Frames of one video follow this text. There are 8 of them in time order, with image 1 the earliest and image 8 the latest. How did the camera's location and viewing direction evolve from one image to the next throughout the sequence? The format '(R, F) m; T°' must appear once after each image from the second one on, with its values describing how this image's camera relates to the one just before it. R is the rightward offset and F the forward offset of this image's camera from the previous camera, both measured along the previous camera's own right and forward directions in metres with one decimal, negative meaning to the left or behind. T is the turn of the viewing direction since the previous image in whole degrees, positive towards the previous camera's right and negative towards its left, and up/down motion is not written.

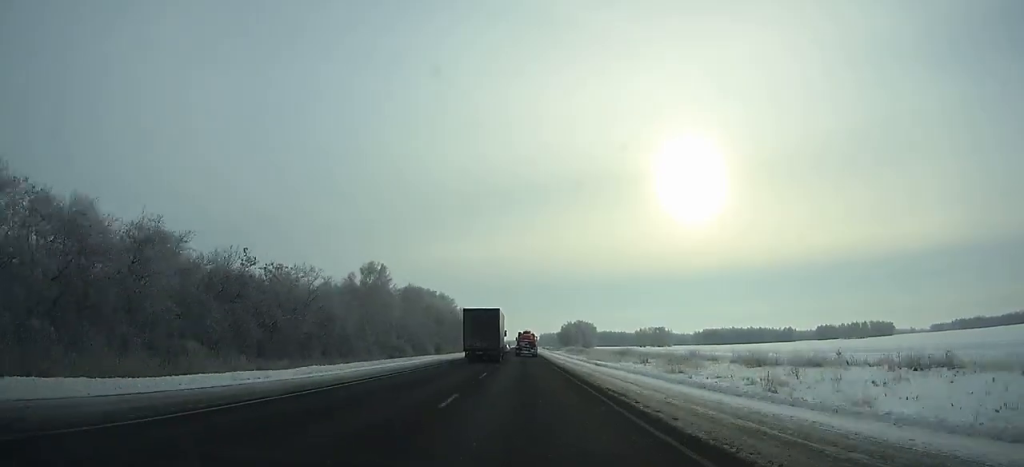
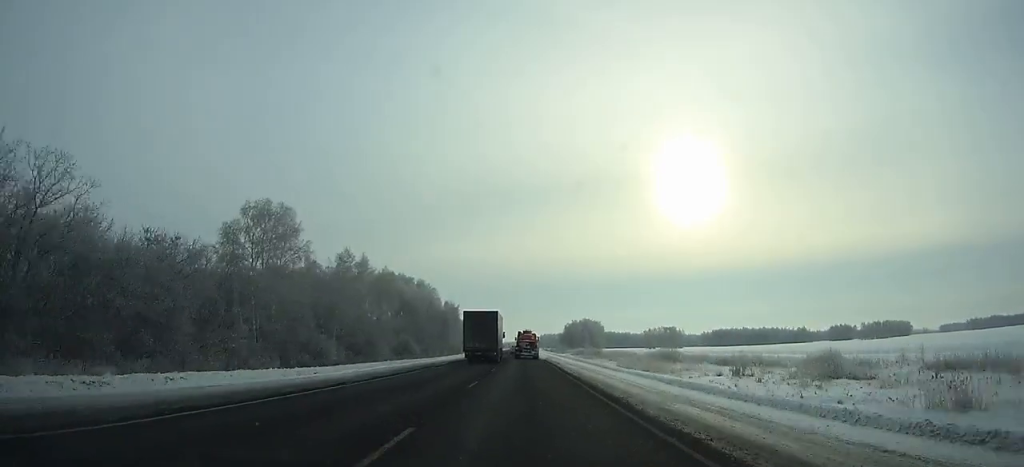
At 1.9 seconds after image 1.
(0.0, +42.0) m; 0°
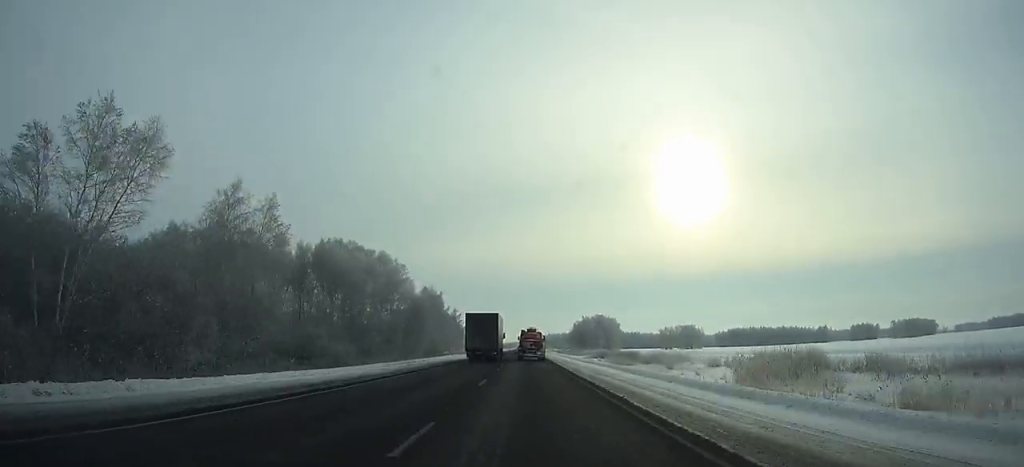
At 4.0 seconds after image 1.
(0.0, +46.4) m; 0°
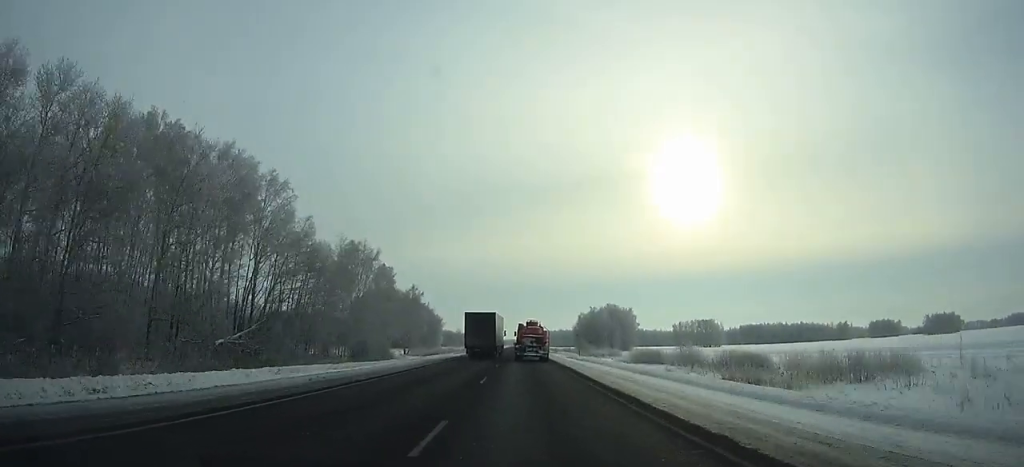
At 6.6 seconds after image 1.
(+0.1, +56.9) m; 0°
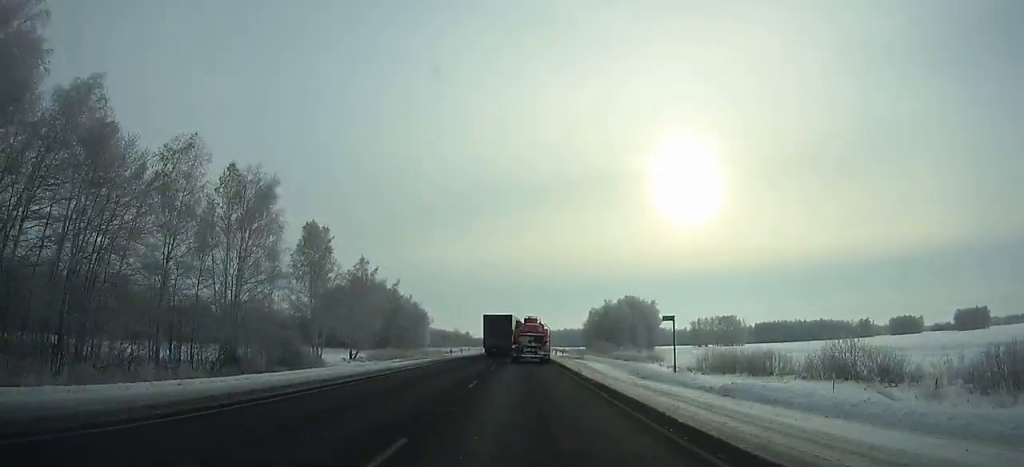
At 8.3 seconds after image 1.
(-0.1, +36.2) m; 0°
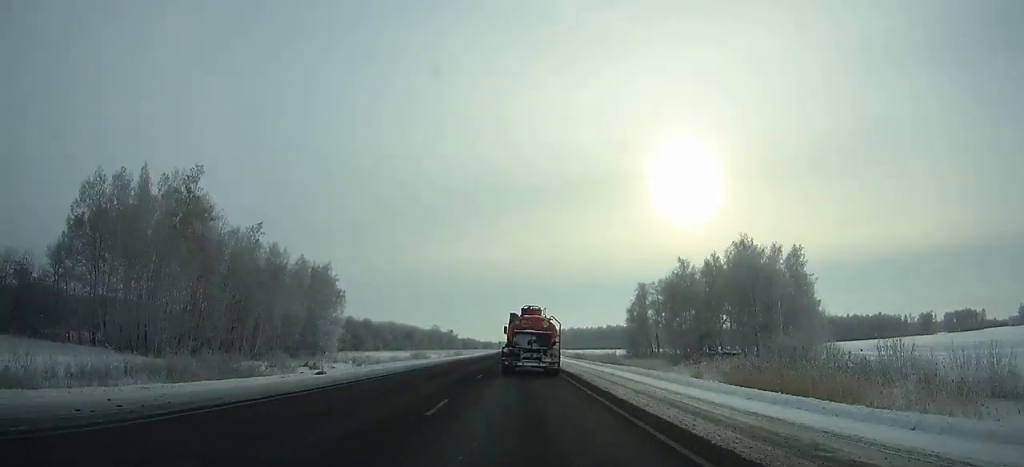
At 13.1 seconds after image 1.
(+0.1, +99.1) m; 0°
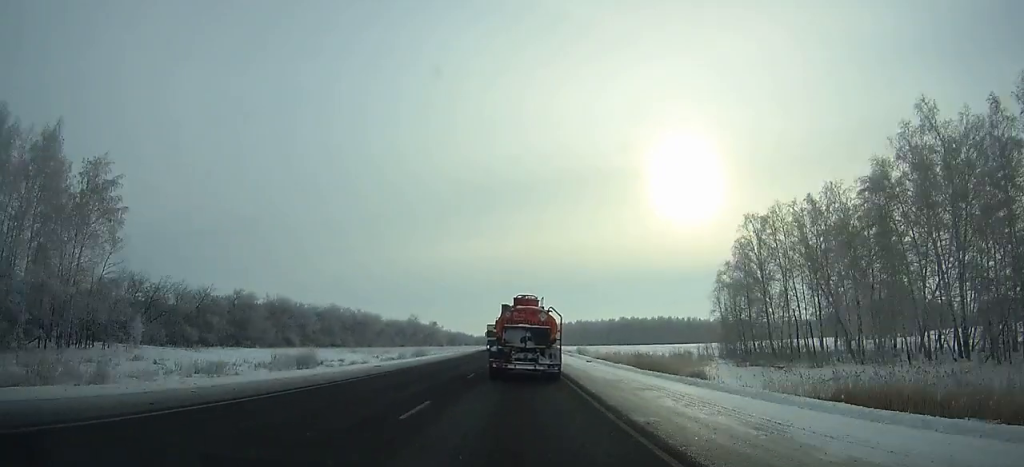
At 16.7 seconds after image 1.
(0.0, +72.3) m; 0°
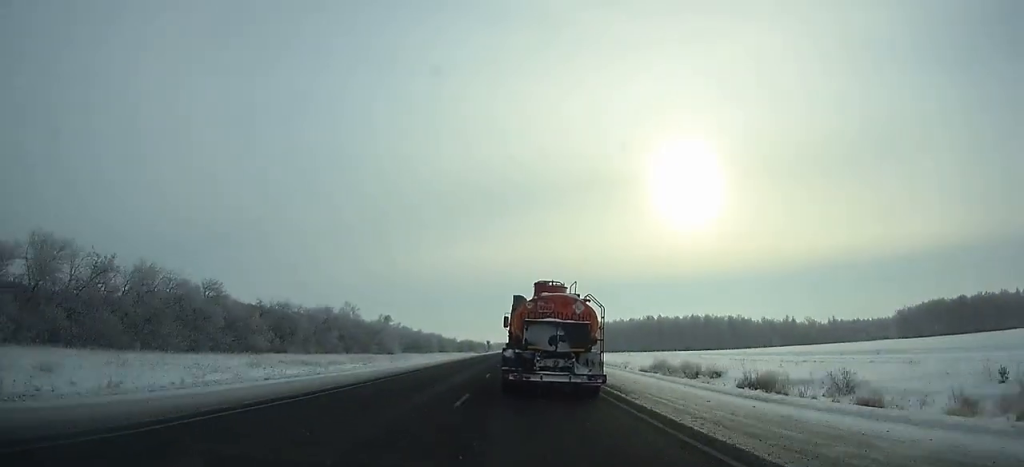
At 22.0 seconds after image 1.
(-1.0, +110.8) m; -1°
